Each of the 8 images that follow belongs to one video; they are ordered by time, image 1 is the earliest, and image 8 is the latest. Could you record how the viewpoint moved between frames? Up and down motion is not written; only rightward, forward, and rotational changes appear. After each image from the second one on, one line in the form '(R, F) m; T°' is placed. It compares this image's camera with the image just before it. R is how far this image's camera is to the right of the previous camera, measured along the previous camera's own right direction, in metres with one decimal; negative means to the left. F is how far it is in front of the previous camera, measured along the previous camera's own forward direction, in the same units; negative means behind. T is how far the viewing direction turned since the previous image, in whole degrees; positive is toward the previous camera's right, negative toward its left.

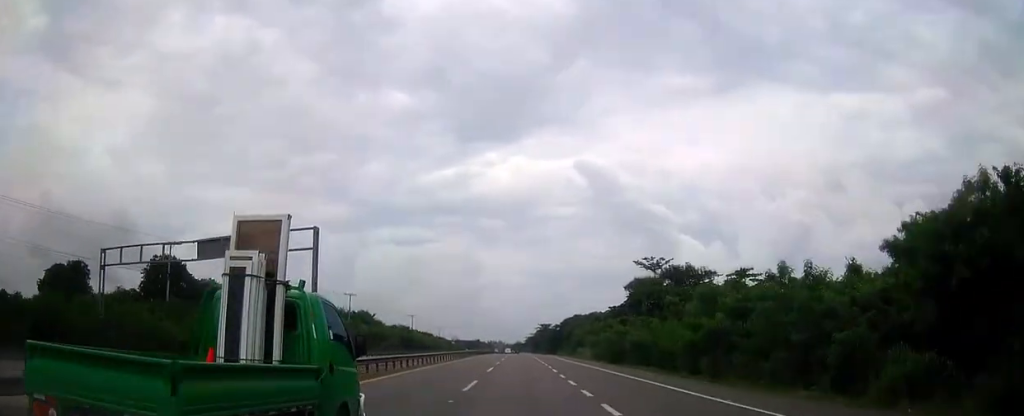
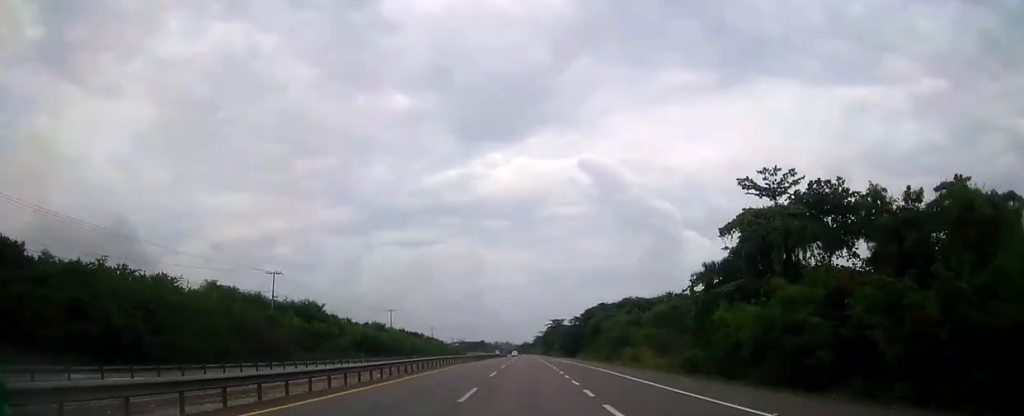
(-0.3, +42.8) m; 0°
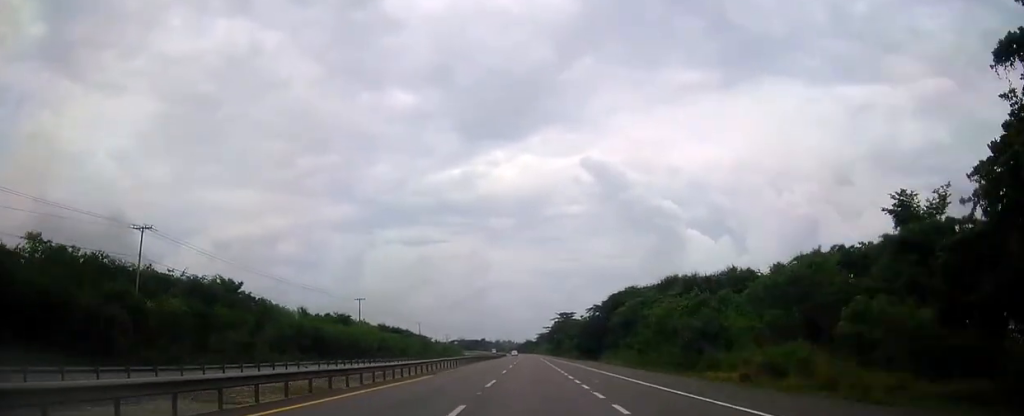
(-0.2, +32.3) m; 0°
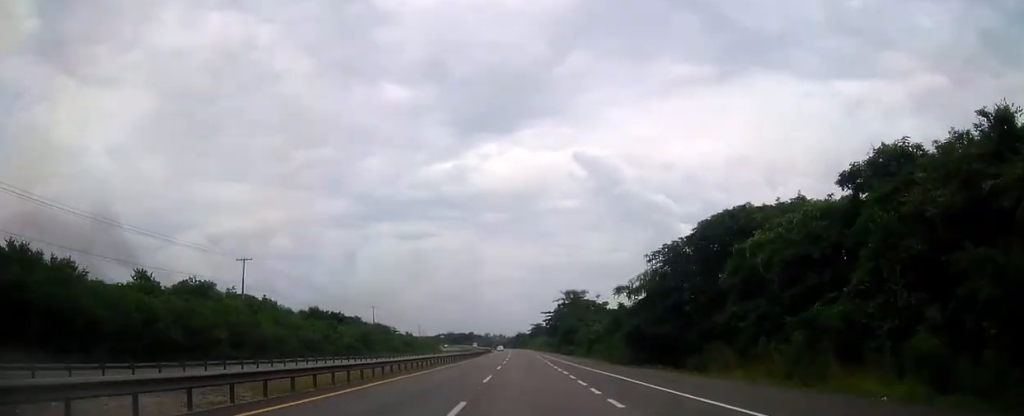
(-0.1, +53.1) m; 0°
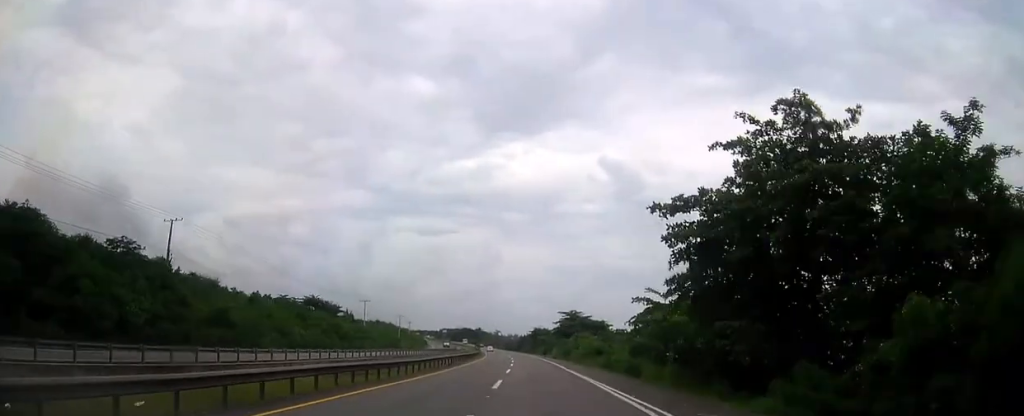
(-0.4, +96.6) m; -1°
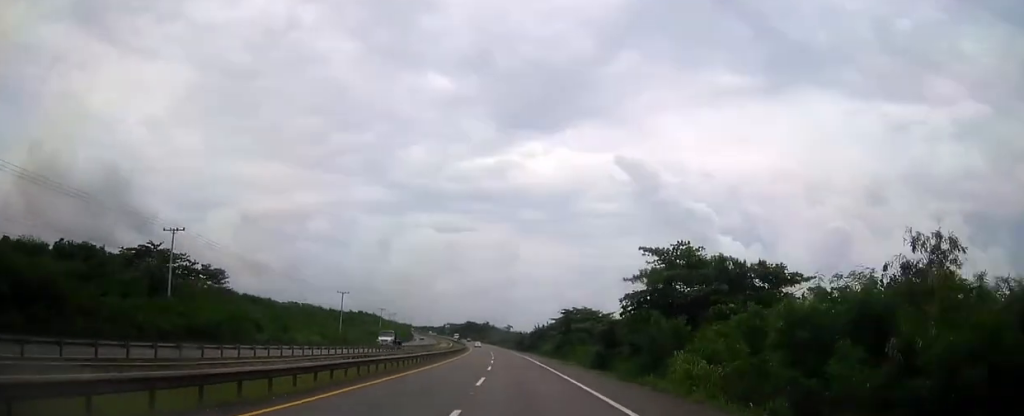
(-0.9, +79.4) m; -2°
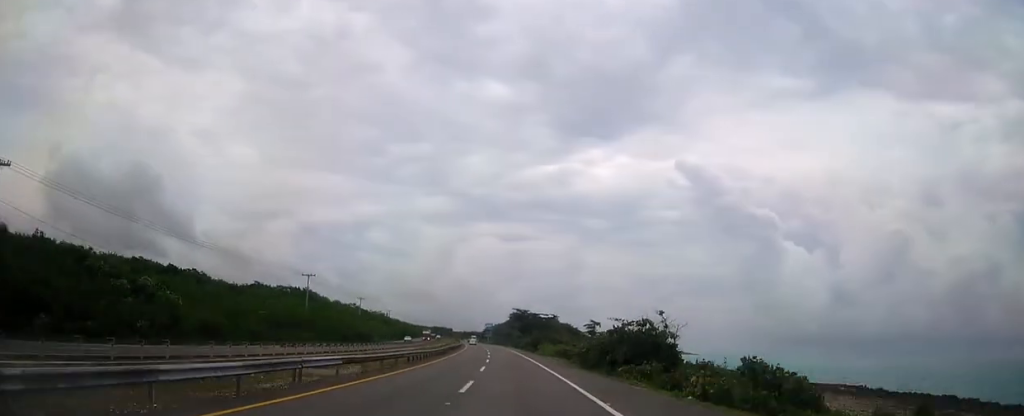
(-9.9, +175.2) m; -6°
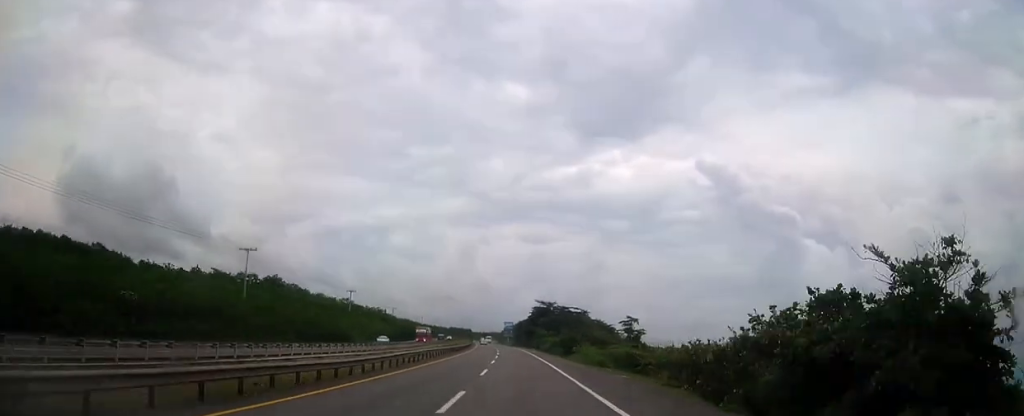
(+0.2, +32.7) m; -1°
